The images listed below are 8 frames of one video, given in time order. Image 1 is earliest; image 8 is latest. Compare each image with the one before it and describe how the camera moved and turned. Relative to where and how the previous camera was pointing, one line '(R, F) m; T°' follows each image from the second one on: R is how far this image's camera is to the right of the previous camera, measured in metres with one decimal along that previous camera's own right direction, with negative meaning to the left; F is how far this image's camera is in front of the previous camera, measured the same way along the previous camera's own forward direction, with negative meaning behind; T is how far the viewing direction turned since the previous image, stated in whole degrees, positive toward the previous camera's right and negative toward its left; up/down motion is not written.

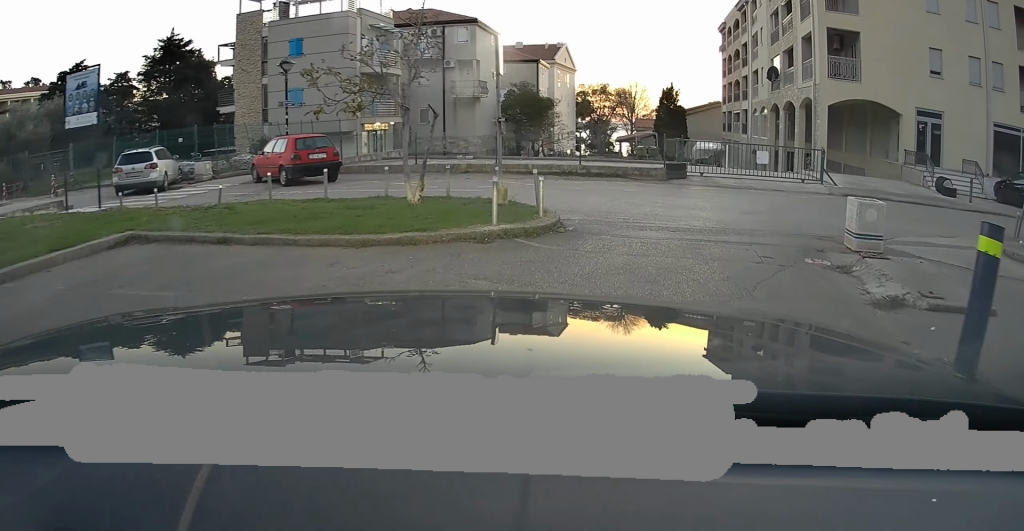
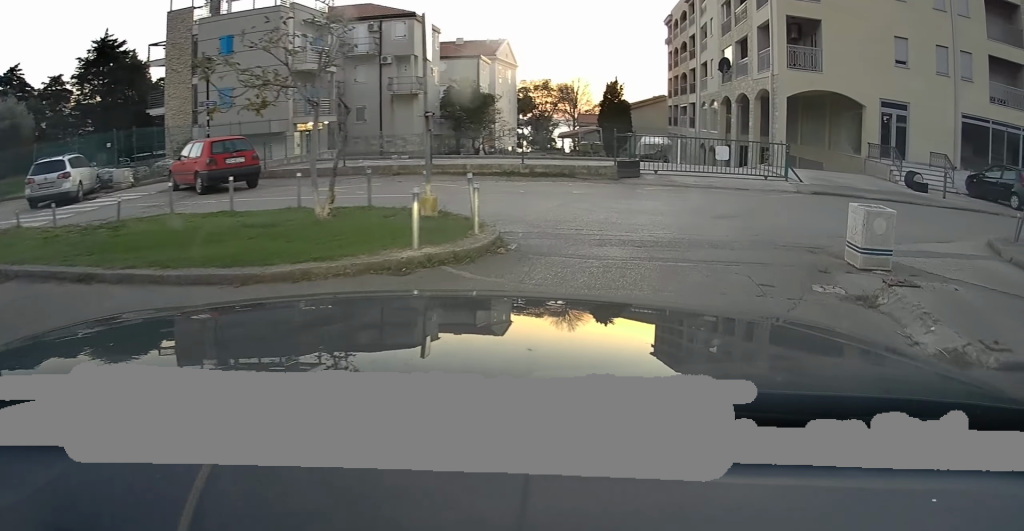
(+0.1, +1.6) m; +2°
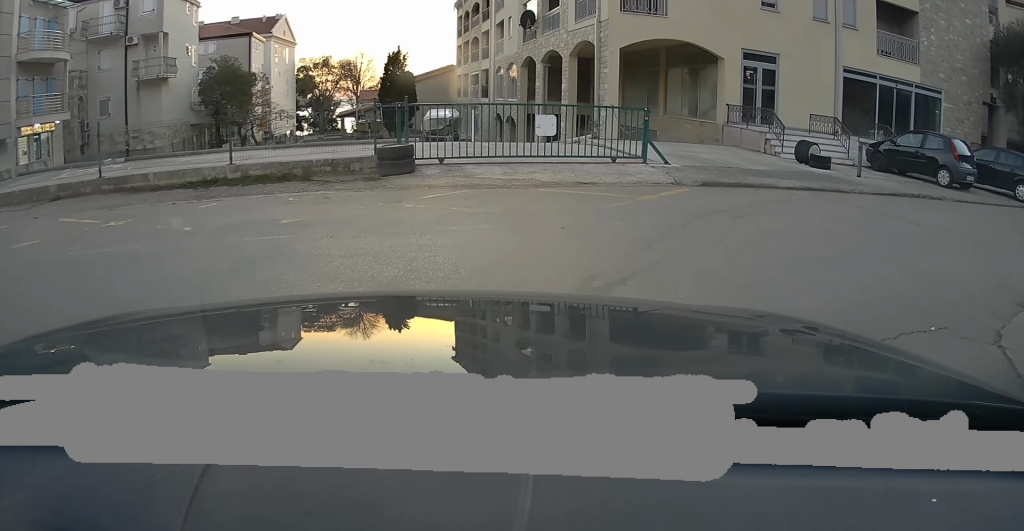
(+1.3, +6.8) m; +26°
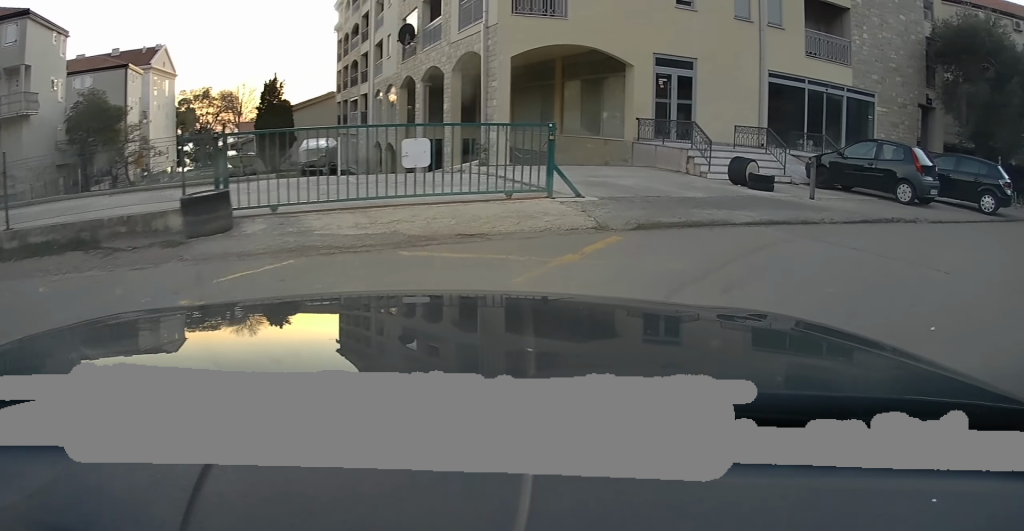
(+0.2, +3.5) m; +6°
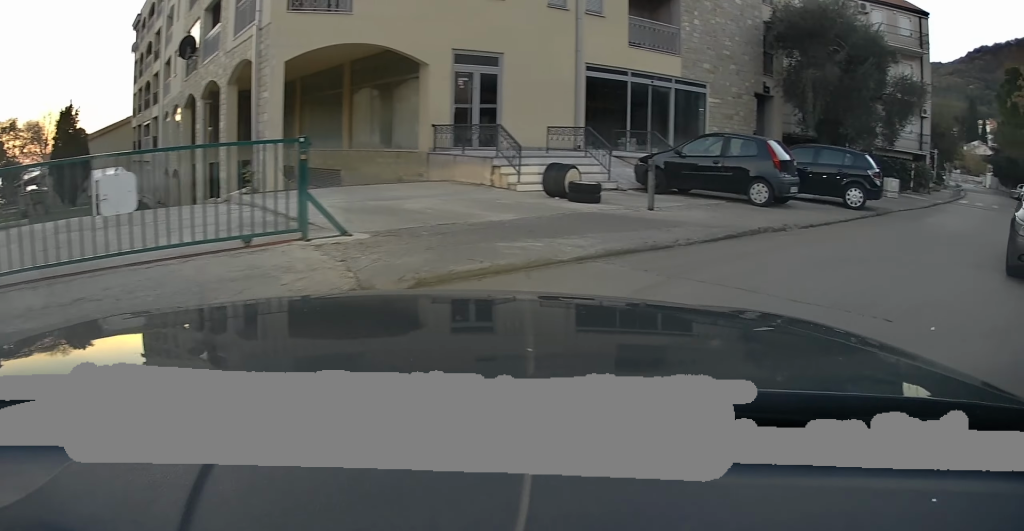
(+0.1, +3.0) m; +9°
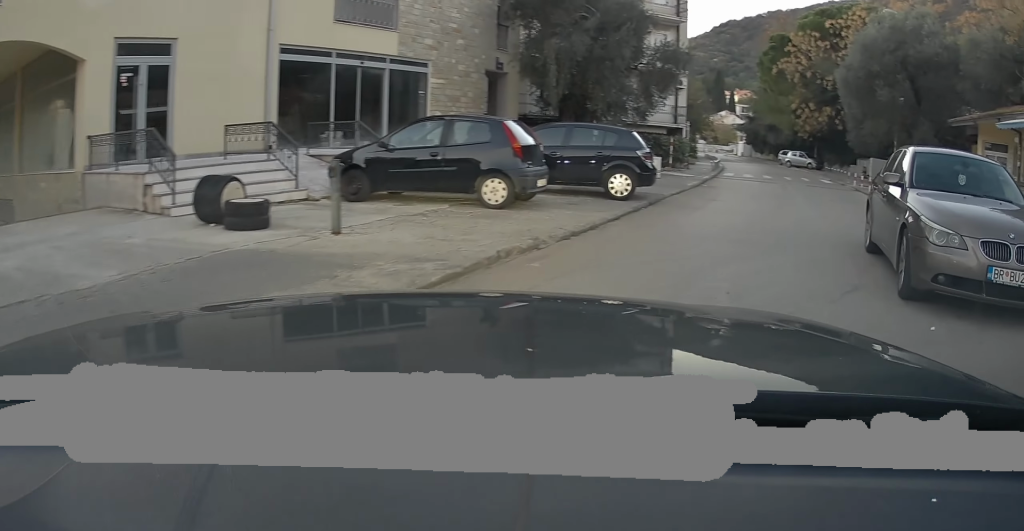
(+0.5, +3.5) m; +20°
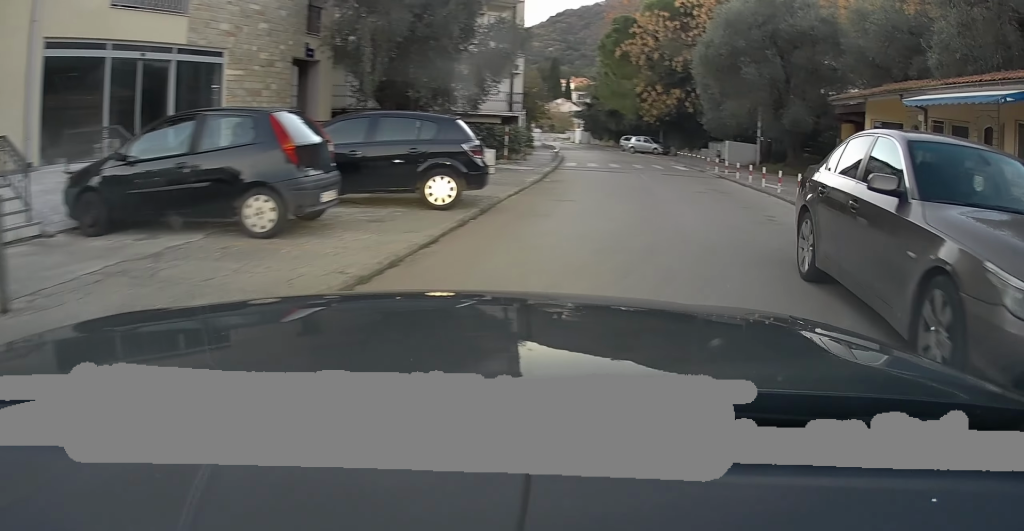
(+0.5, +2.8) m; +15°
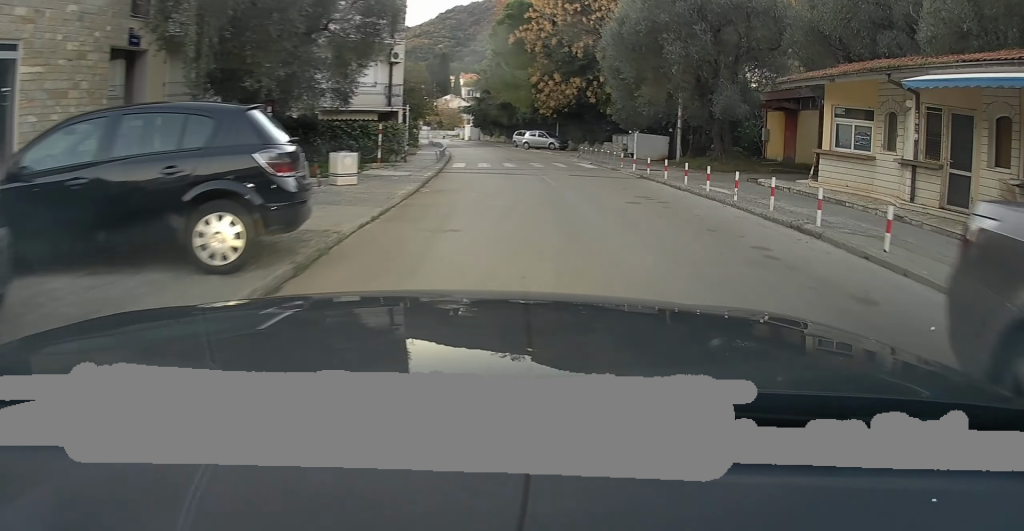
(+0.6, +4.1) m; +13°
